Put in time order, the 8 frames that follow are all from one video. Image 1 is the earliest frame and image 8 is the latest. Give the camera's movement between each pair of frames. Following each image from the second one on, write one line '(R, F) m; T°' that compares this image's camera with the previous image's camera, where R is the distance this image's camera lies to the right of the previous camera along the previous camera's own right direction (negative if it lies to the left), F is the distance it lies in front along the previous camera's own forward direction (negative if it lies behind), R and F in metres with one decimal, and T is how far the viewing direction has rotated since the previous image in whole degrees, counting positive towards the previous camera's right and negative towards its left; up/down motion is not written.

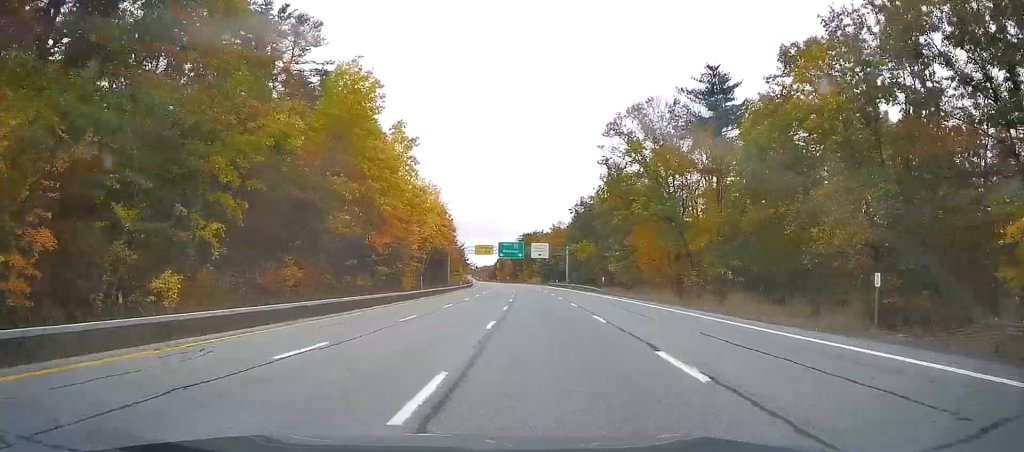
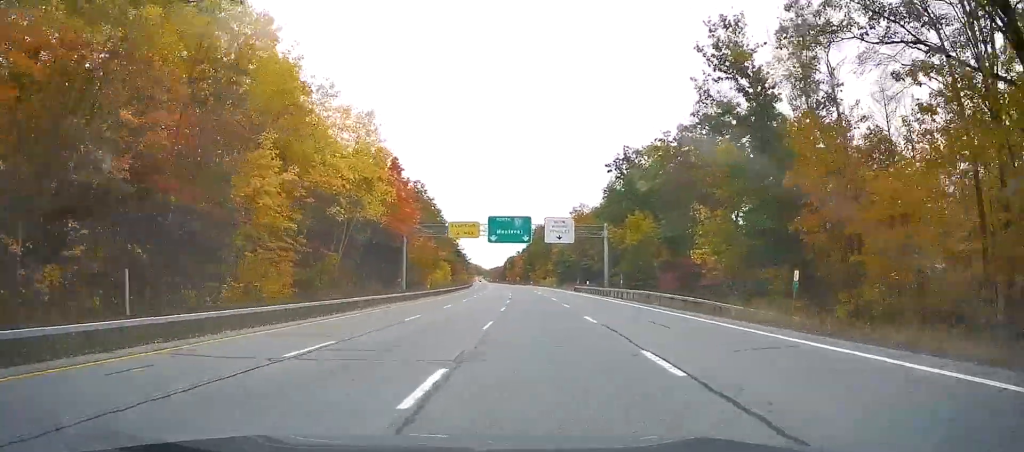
(-0.2, +47.1) m; -1°
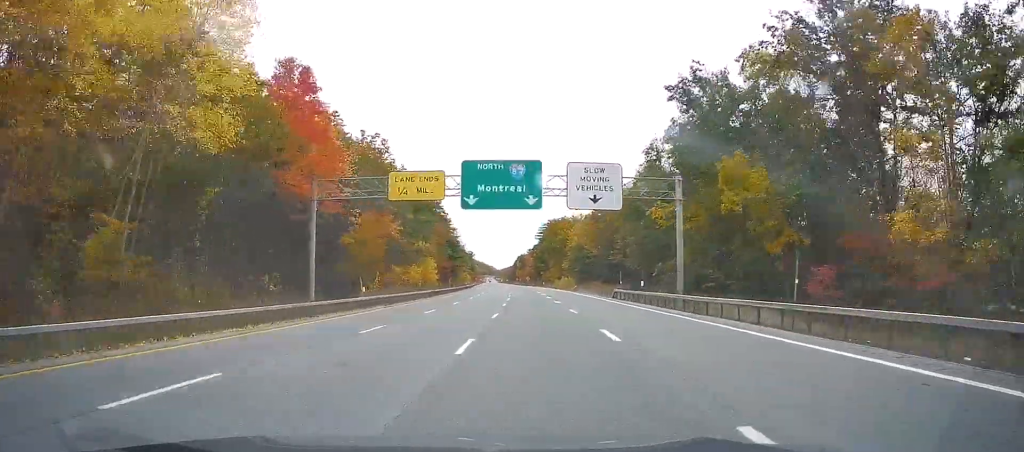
(-0.1, +30.9) m; -1°
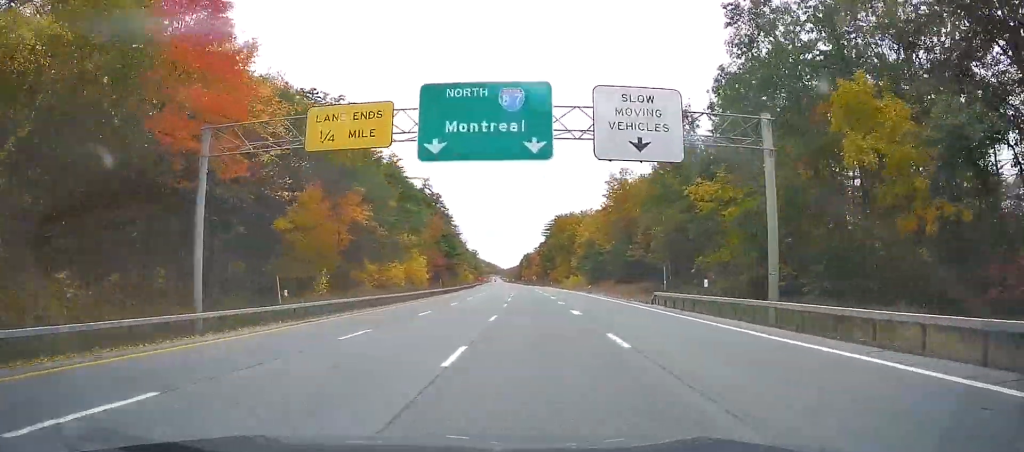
(+0.1, +14.2) m; 0°
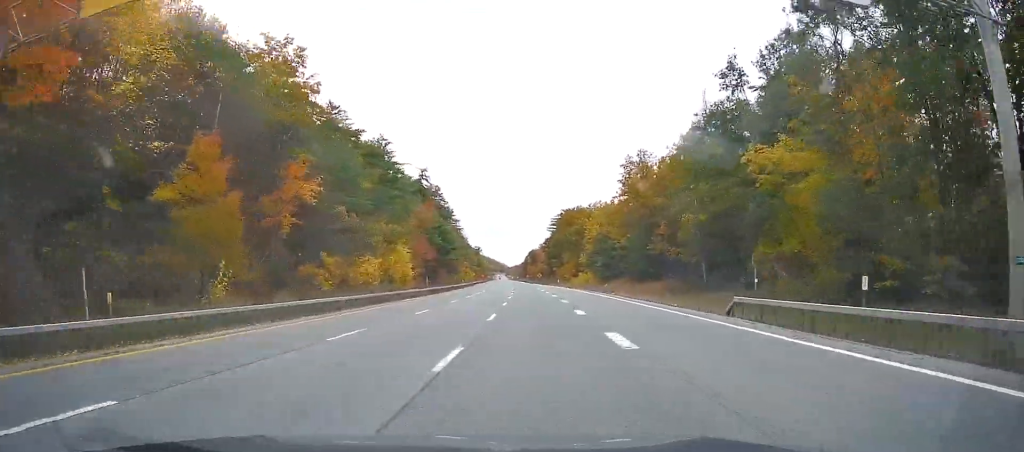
(-0.1, +13.2) m; -1°
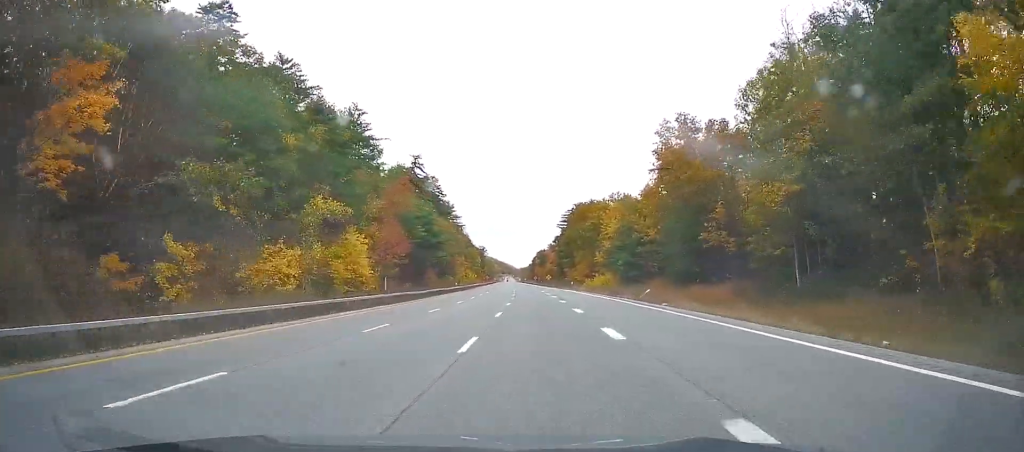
(-0.1, +21.3) m; -1°
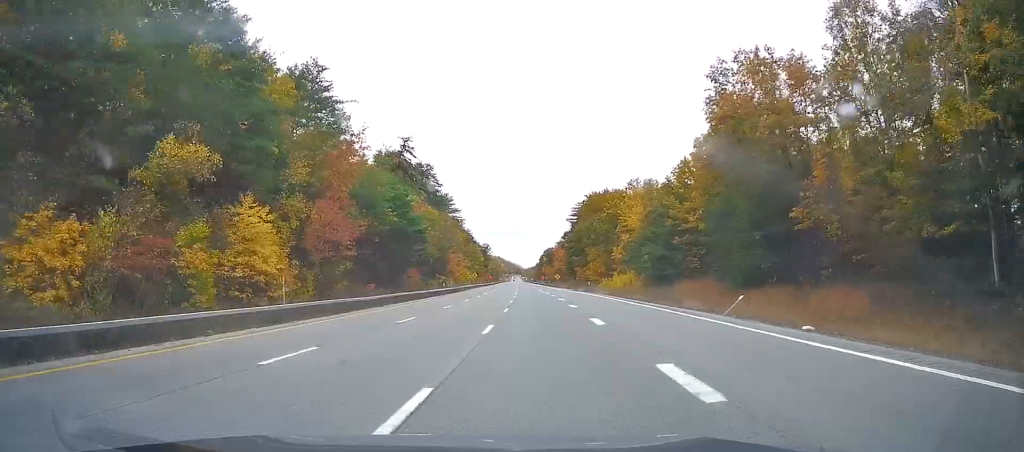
(-0.4, +19.8) m; -1°
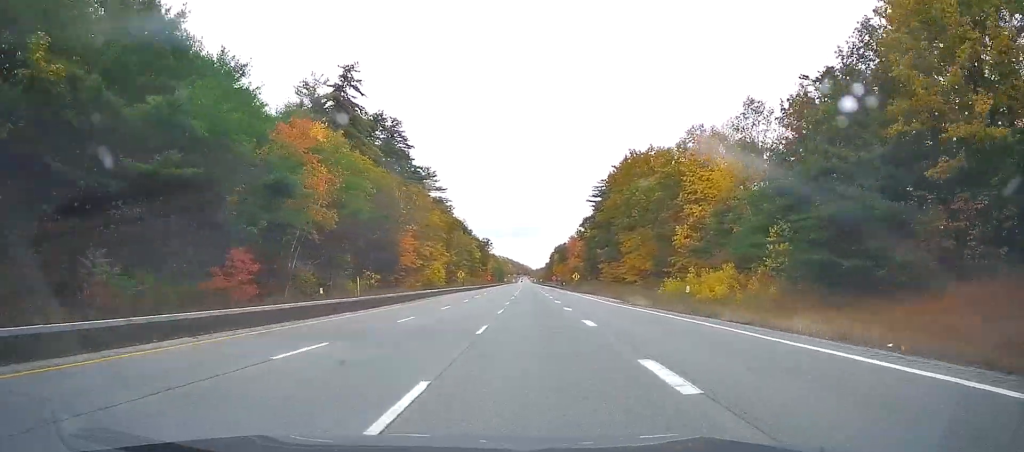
(-0.6, +47.7) m; -2°
